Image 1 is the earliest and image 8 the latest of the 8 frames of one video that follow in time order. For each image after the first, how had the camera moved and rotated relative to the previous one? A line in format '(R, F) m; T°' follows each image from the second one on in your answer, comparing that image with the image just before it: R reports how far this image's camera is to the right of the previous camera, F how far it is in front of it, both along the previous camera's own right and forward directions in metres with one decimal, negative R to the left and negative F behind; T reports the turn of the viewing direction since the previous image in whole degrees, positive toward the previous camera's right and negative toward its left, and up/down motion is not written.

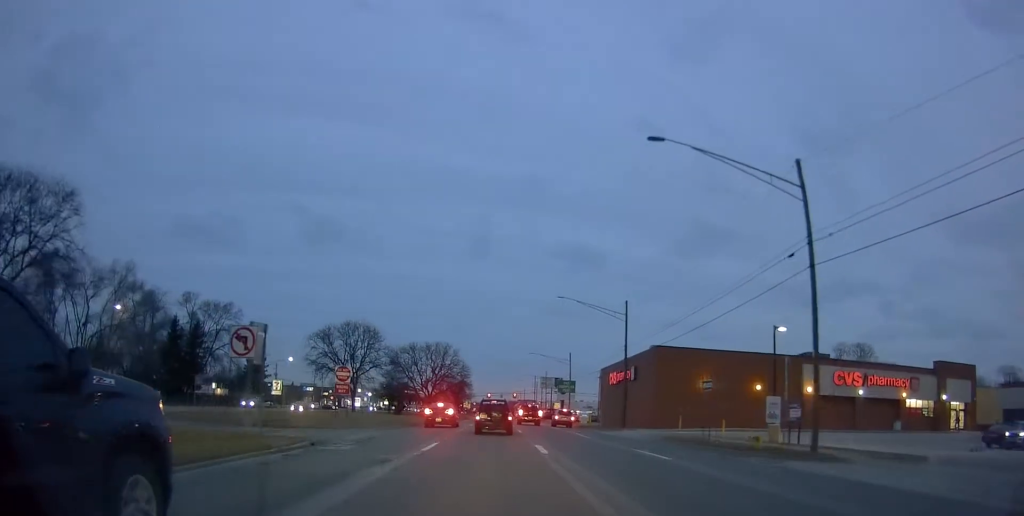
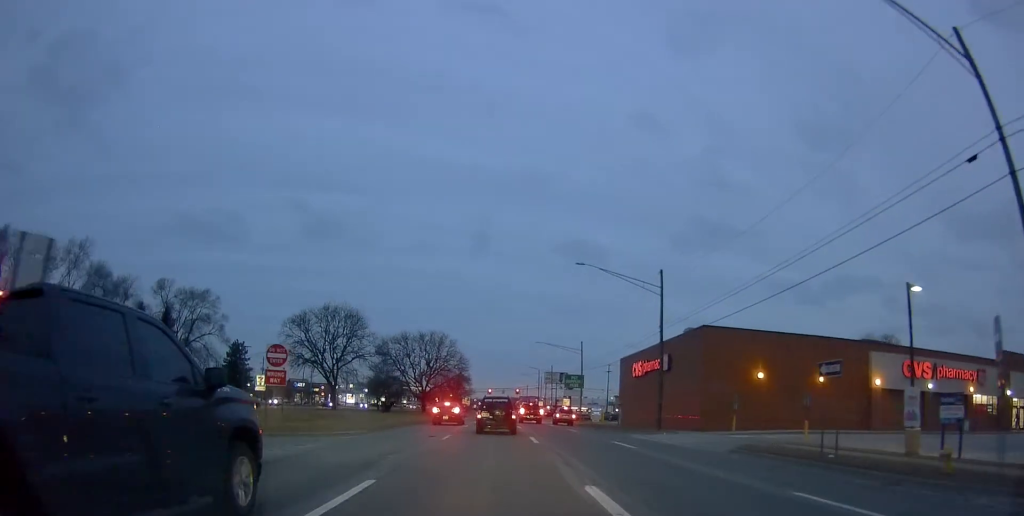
(+0.1, +11.3) m; +2°
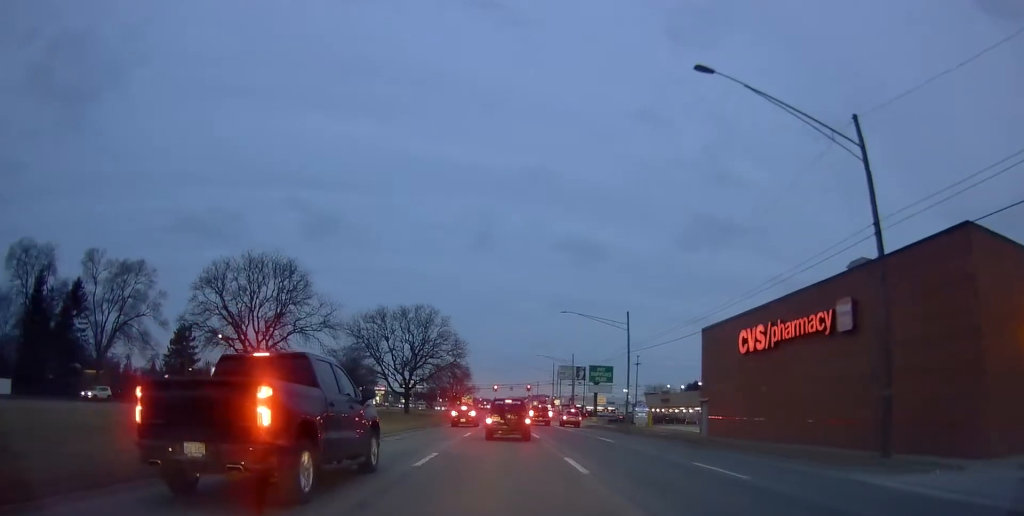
(+0.5, +25.3) m; -2°
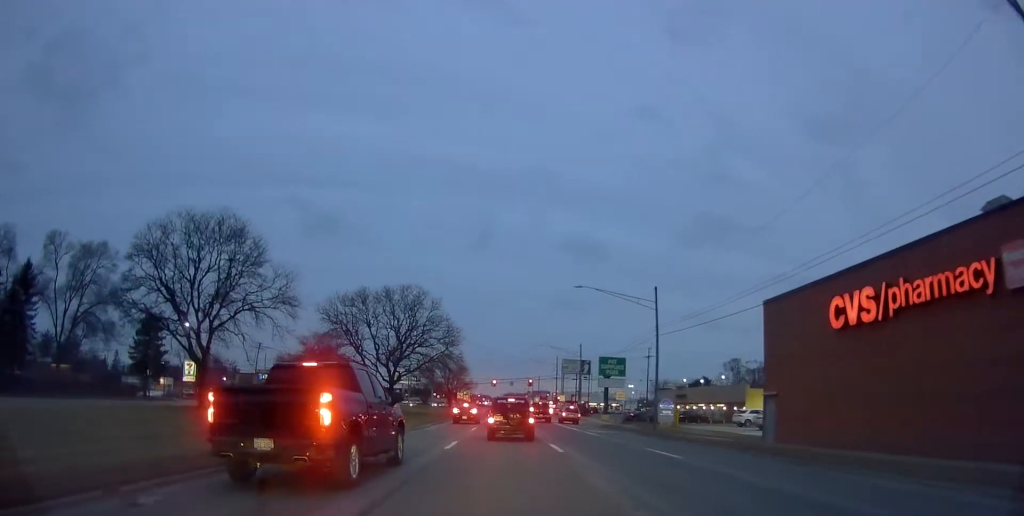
(-0.6, +9.9) m; 0°
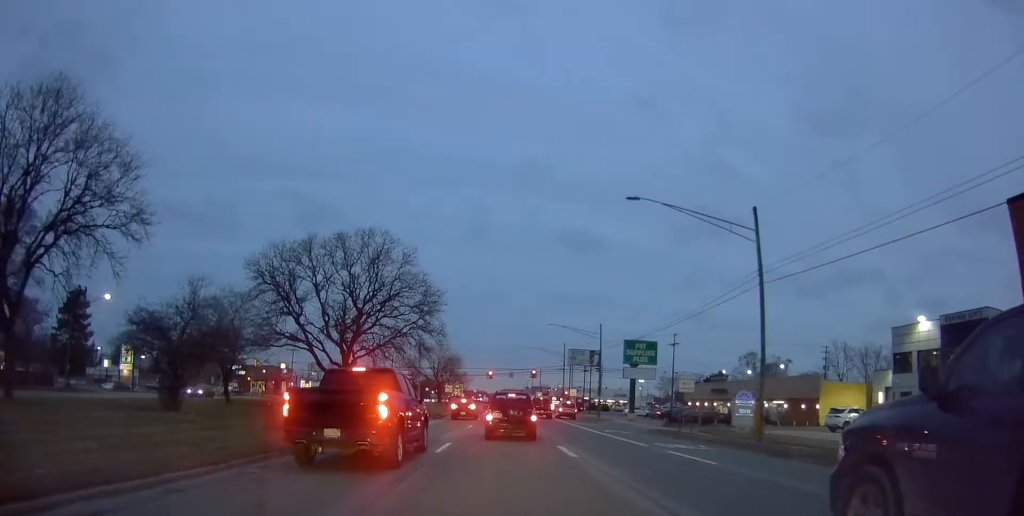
(+0.6, +18.2) m; +3°
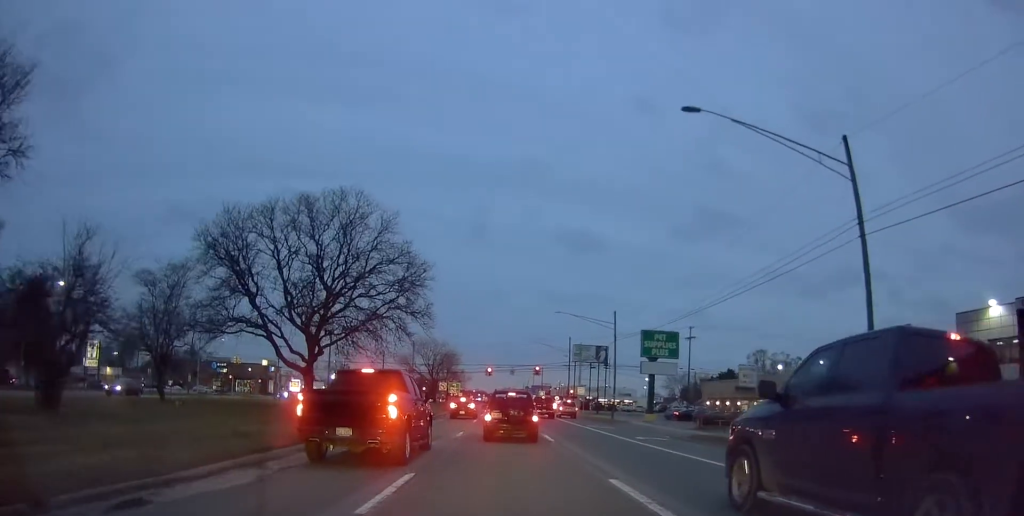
(+0.1, +8.8) m; -2°
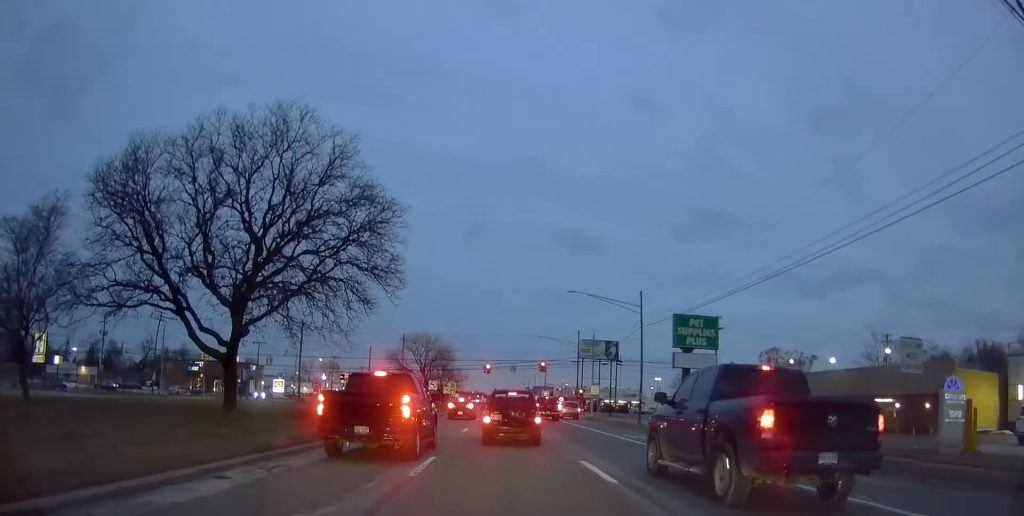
(-0.3, +11.8) m; 0°
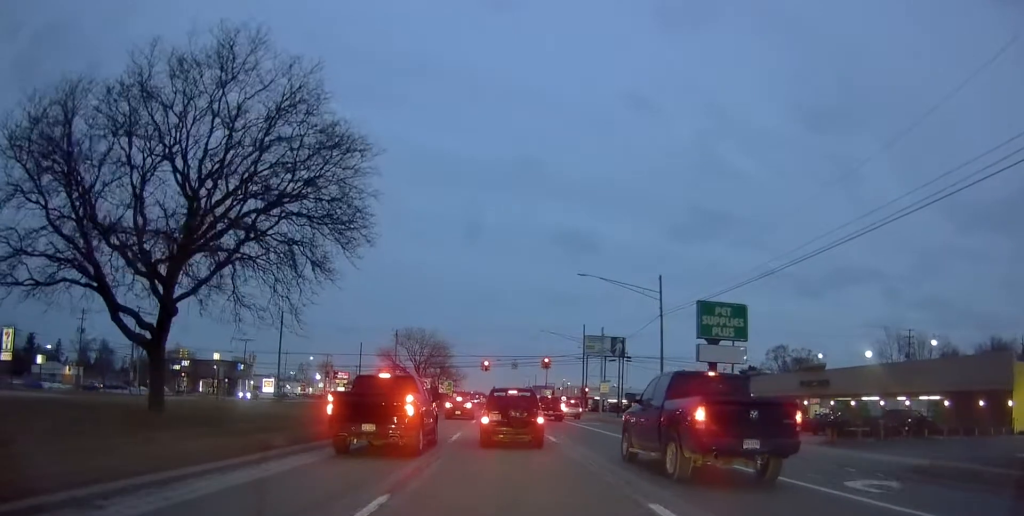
(+0.2, +6.4) m; +1°
